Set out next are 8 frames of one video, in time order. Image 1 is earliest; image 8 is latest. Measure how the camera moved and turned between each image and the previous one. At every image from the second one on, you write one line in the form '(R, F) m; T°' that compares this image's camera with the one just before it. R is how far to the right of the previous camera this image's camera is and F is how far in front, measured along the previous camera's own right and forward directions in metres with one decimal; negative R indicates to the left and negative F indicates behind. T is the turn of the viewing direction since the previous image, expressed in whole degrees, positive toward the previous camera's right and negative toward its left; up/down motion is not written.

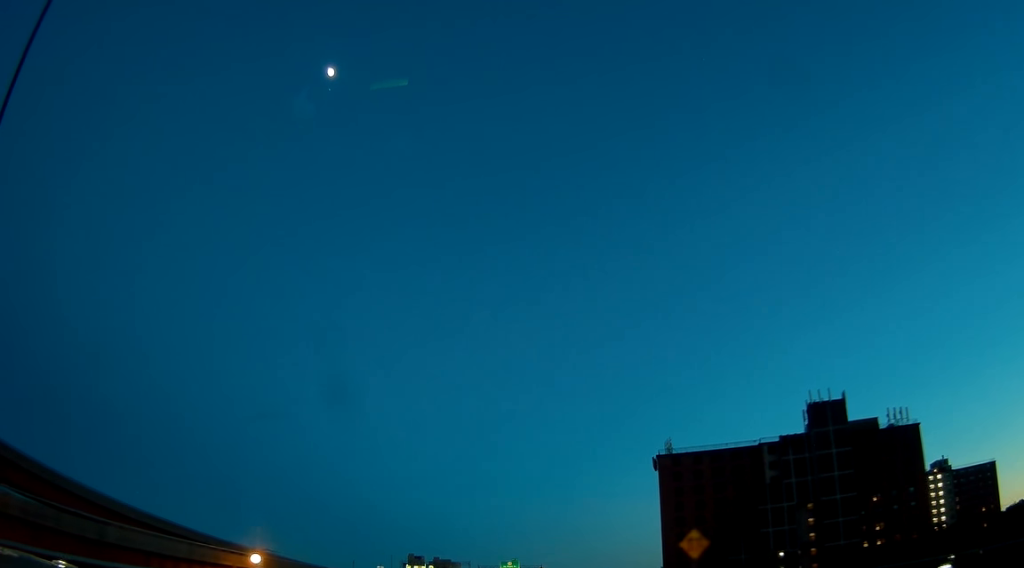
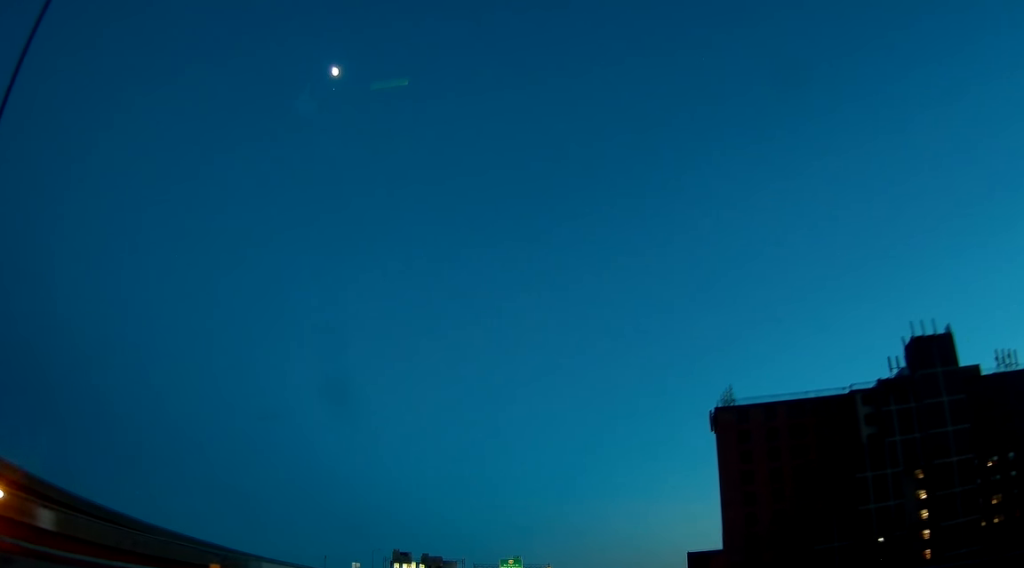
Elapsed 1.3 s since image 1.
(-0.2, +32.1) m; 0°
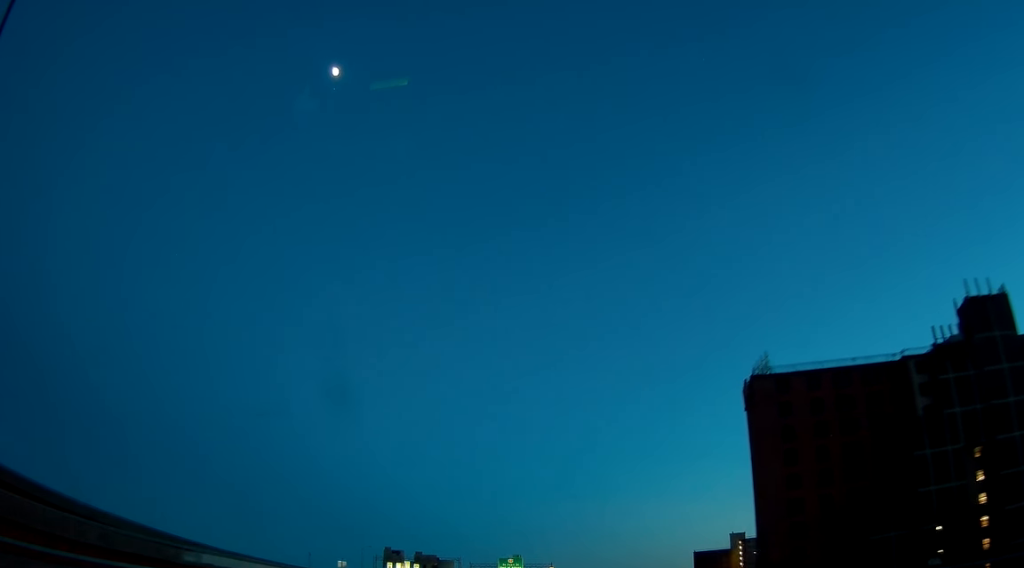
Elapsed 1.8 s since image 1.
(0.0, +12.6) m; 0°
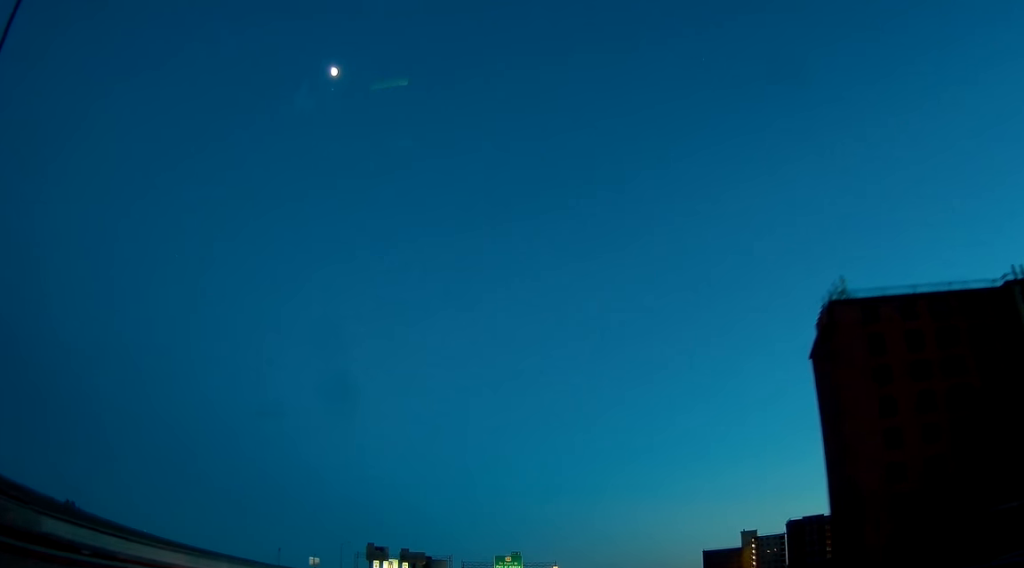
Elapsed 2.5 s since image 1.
(0.0, +19.2) m; 0°
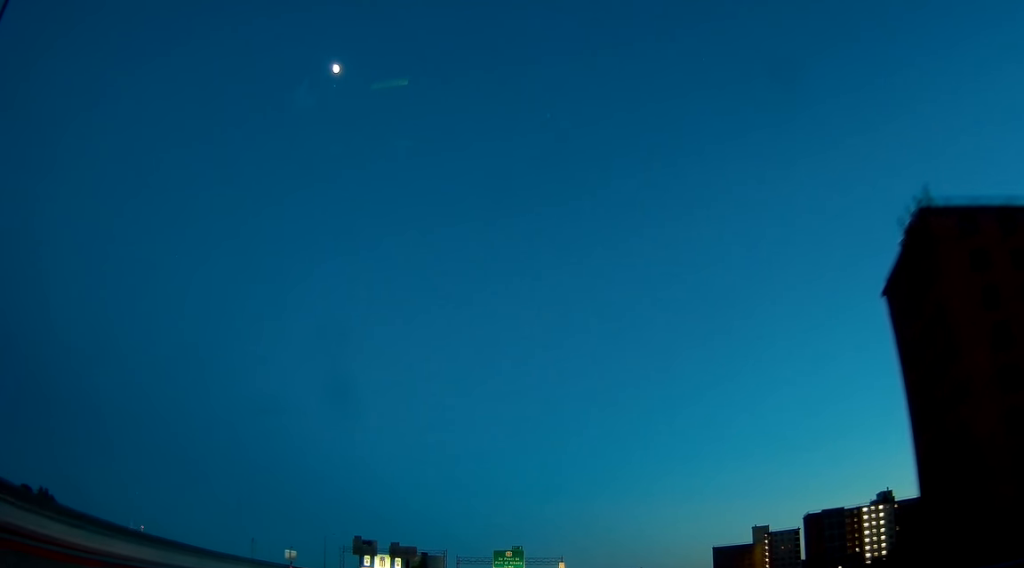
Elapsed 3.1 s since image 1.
(+0.1, +14.1) m; 0°
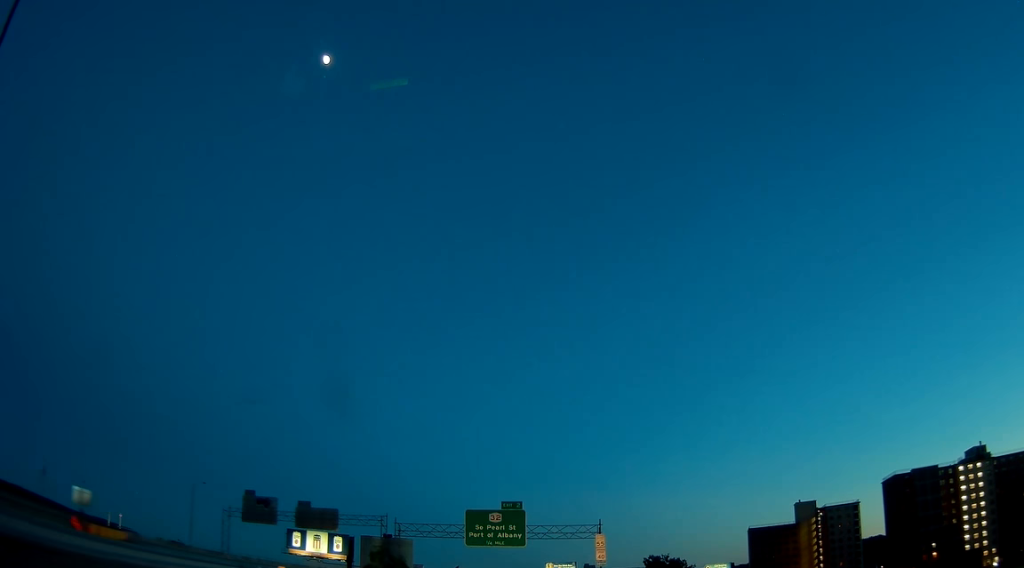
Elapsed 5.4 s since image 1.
(+0.2, +57.2) m; +1°
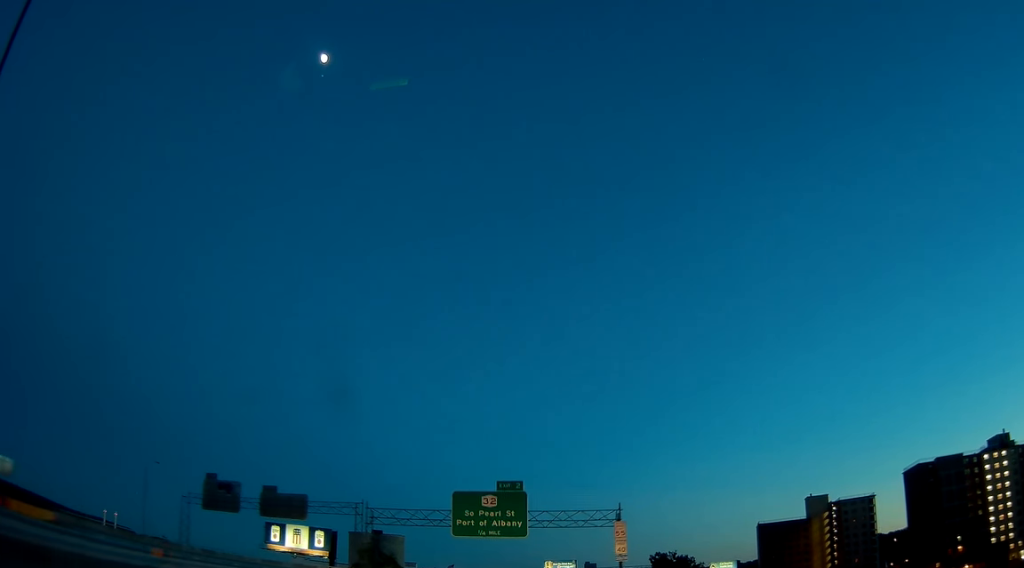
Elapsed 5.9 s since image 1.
(+0.1, +11.6) m; +1°
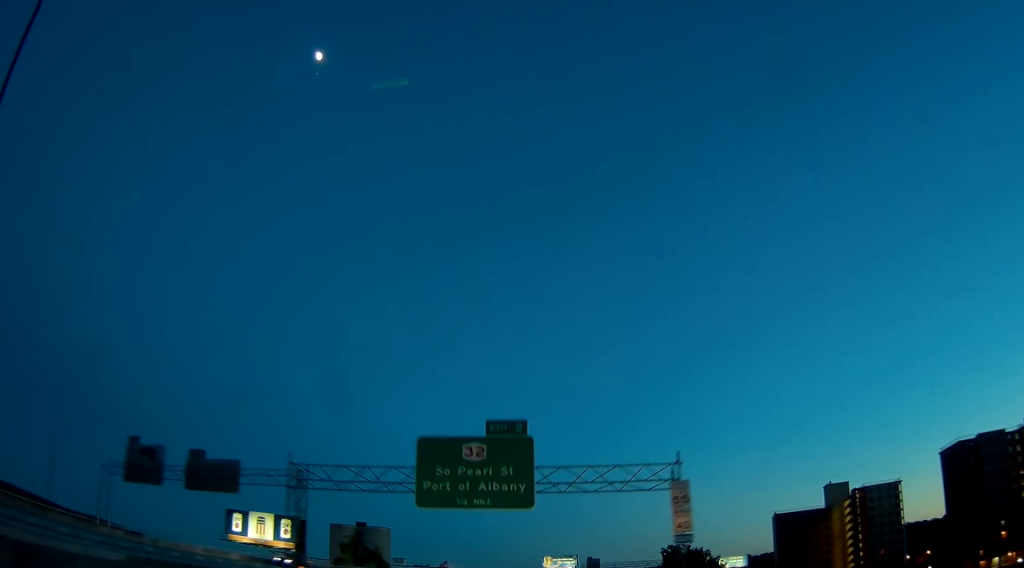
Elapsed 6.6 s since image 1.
(+0.1, +17.4) m; +1°
